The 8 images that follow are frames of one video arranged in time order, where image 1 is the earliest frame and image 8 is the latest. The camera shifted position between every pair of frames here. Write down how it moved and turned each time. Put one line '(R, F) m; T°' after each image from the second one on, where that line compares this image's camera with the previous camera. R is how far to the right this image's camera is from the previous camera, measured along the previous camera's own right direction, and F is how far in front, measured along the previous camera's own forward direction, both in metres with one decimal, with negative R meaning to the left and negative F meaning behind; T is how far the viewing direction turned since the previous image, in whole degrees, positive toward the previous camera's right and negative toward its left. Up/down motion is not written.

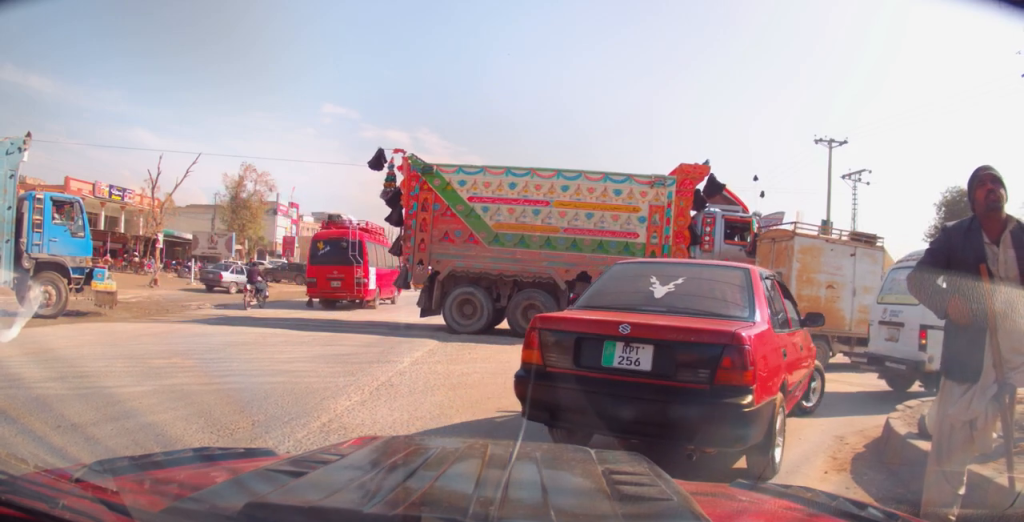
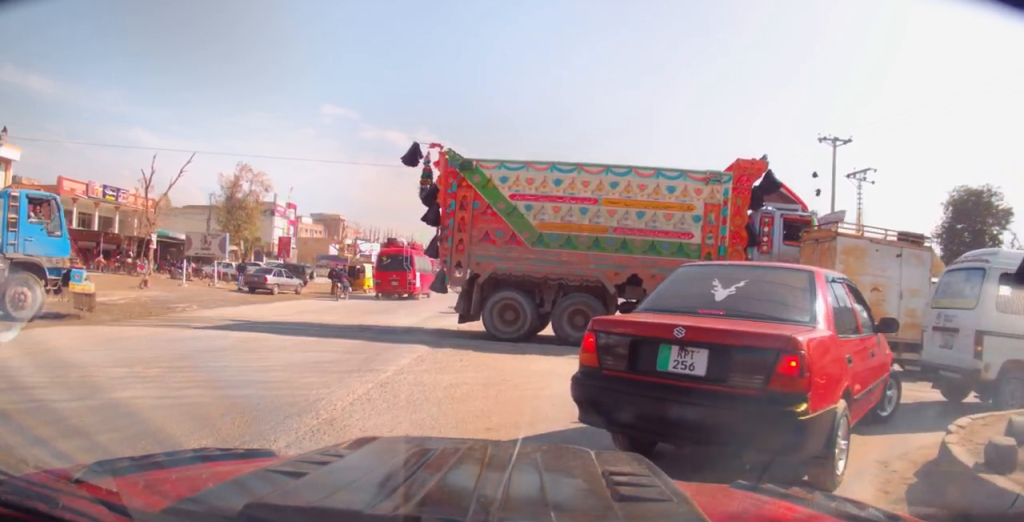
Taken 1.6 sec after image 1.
(-0.1, +0.3) m; 0°
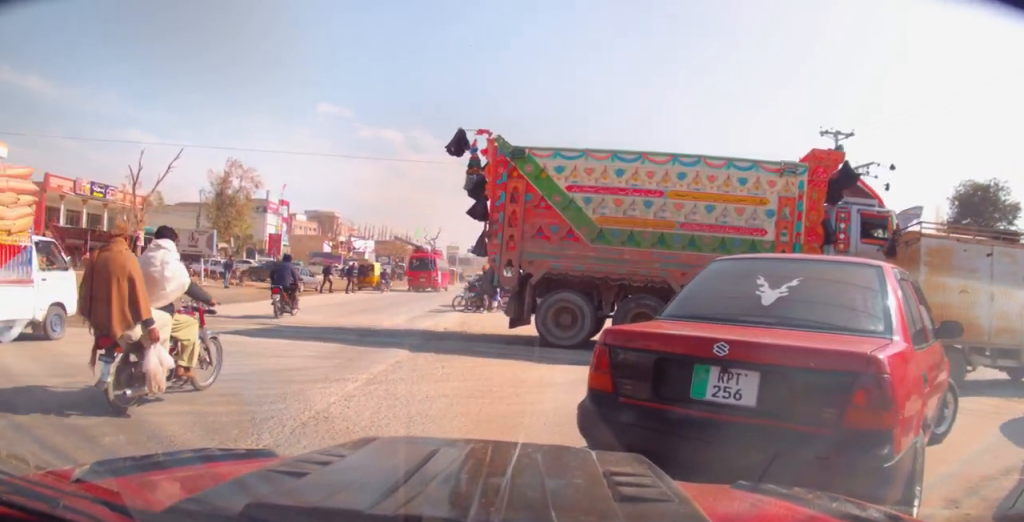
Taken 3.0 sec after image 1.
(+0.1, +1.0) m; 0°
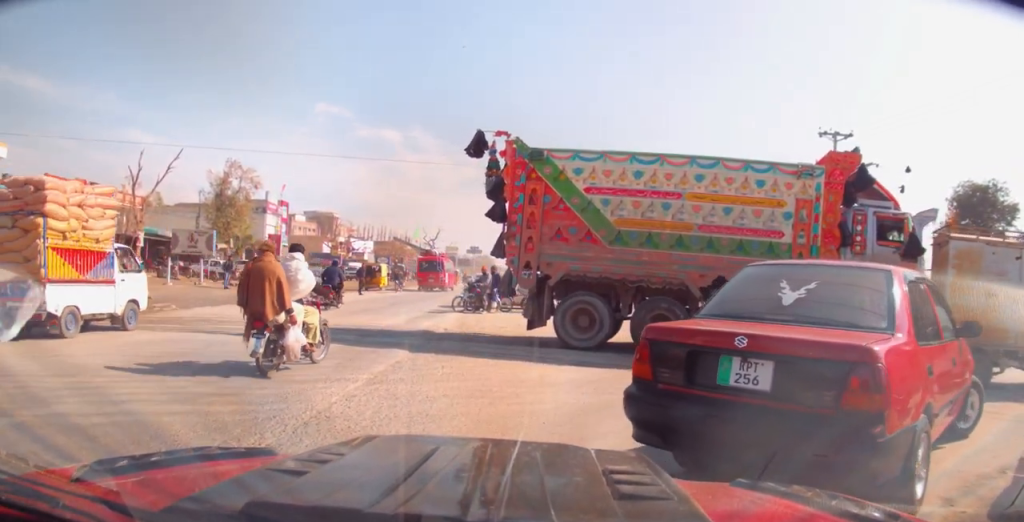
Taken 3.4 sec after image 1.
(0.0, +0.2) m; 0°
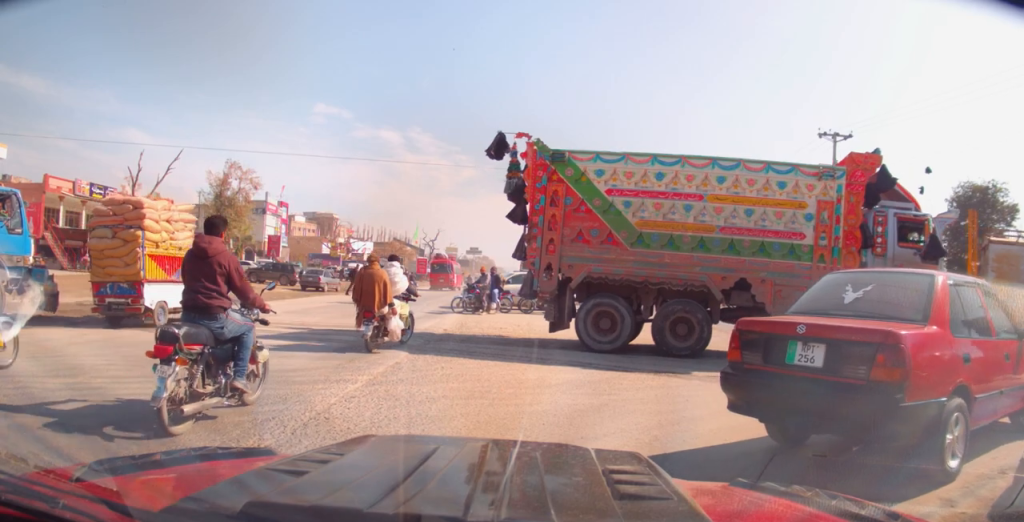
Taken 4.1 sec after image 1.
(0.0, +0.1) m; 0°
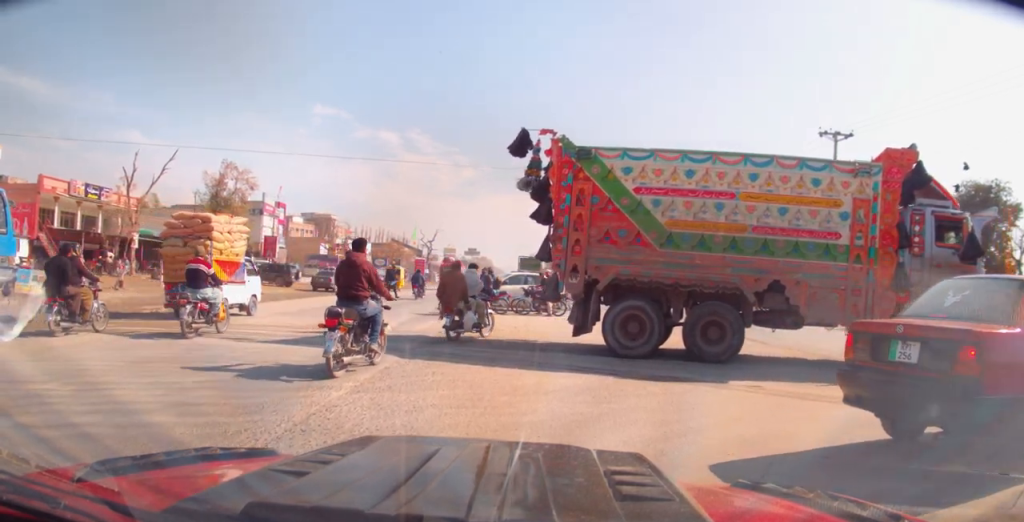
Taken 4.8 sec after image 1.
(0.0, +0.2) m; 0°
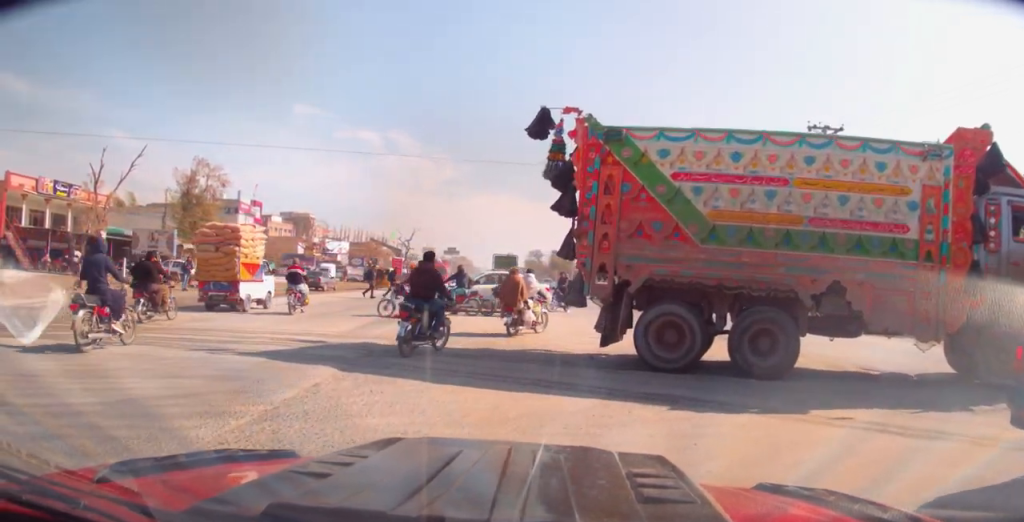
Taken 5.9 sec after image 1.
(-0.2, +0.9) m; 0°
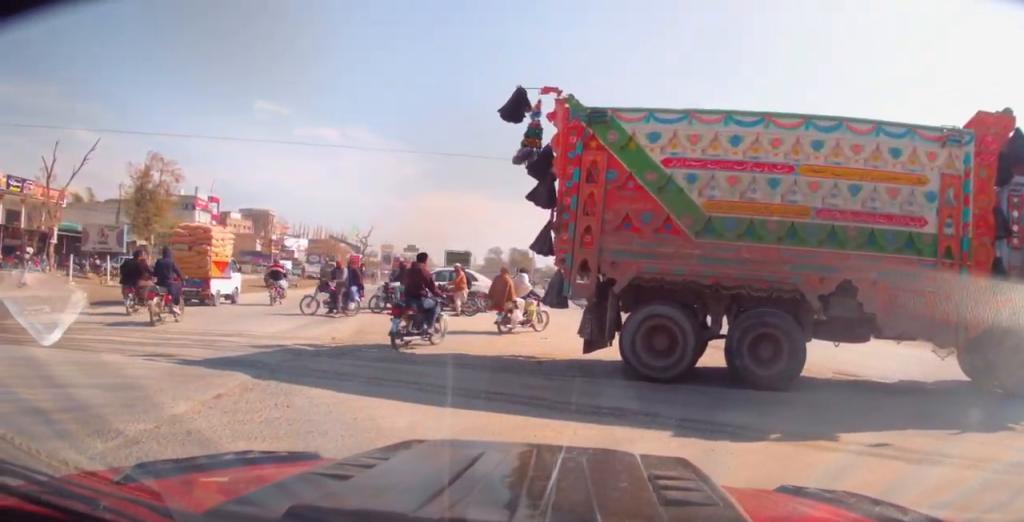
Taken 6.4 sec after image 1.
(-0.2, +0.7) m; 0°
